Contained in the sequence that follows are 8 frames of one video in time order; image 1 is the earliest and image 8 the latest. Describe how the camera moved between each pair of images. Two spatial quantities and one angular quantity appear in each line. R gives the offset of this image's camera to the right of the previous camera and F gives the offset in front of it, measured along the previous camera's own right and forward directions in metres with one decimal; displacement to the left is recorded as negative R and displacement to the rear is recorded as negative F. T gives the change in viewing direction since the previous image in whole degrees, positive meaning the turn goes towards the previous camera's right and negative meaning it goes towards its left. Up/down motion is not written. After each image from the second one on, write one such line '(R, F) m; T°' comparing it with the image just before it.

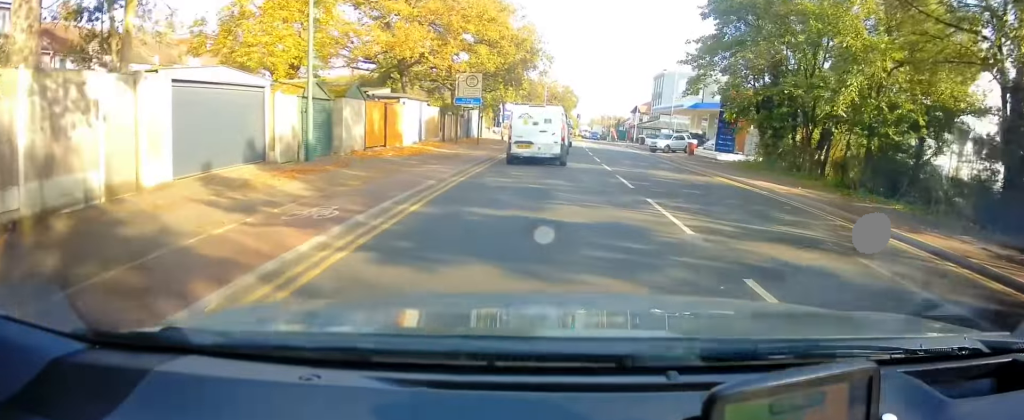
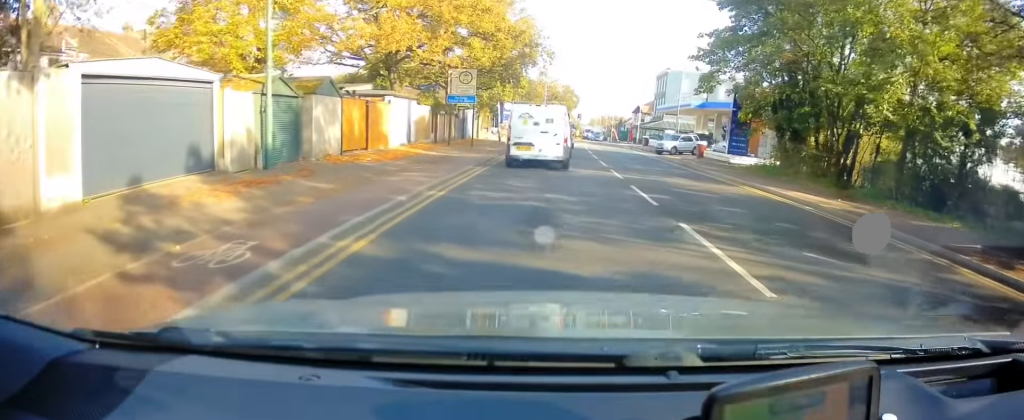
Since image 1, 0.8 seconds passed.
(-0.2, +2.9) m; -3°
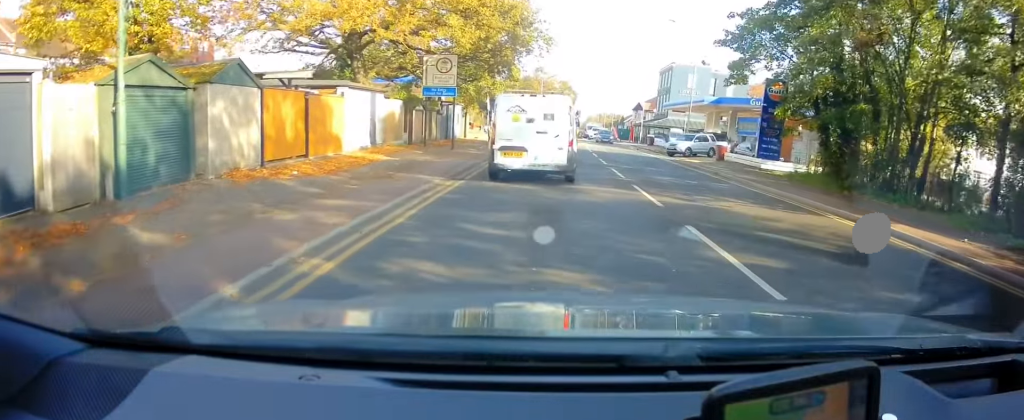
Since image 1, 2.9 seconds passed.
(+0.4, +6.1) m; +2°
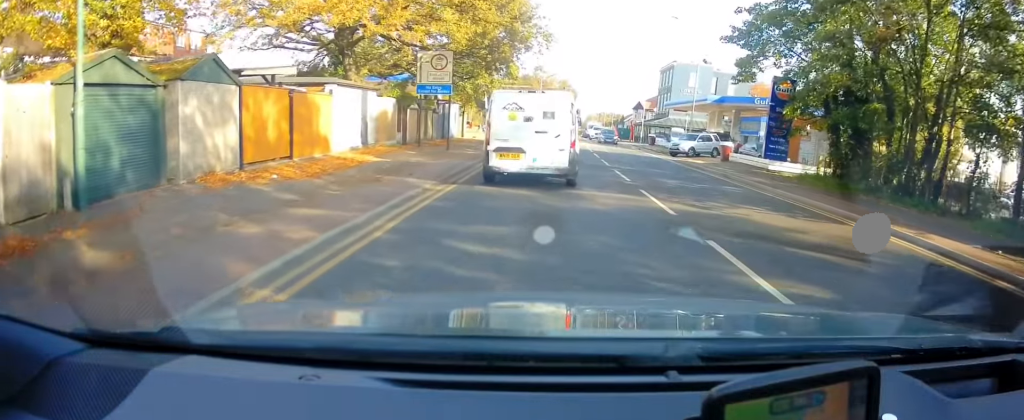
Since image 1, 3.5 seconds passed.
(-0.2, +1.4) m; -2°
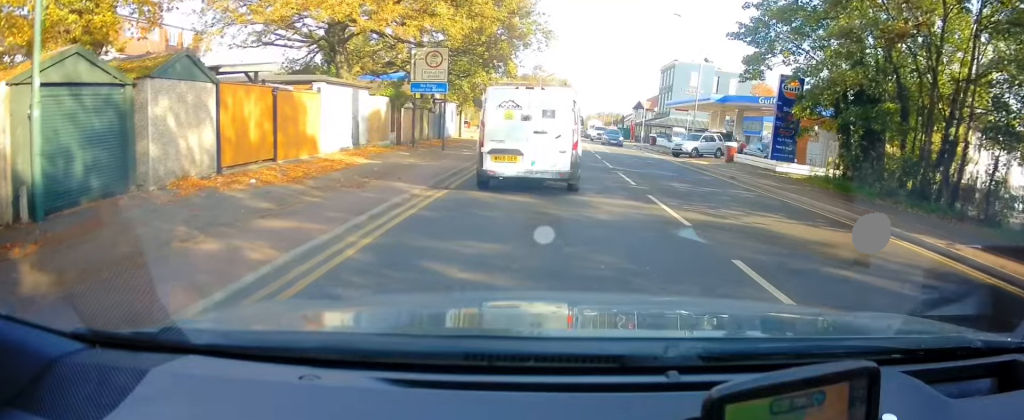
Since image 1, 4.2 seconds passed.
(0.0, +1.3) m; 0°
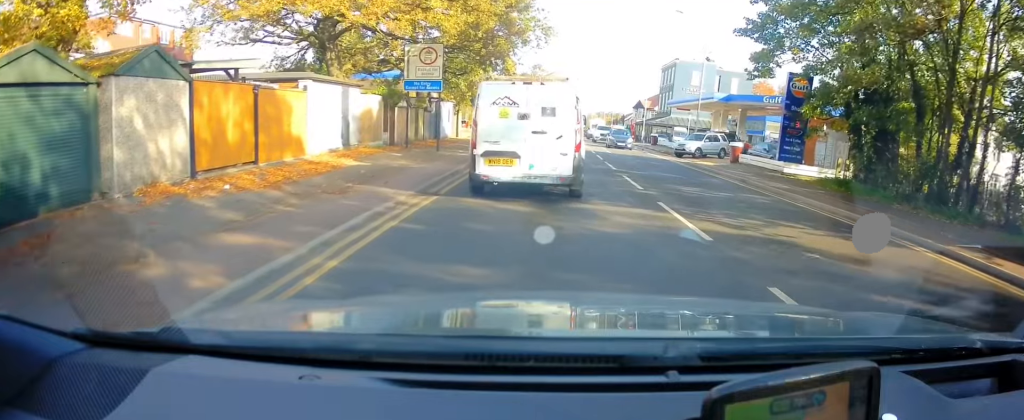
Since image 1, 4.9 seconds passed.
(+0.1, +1.3) m; +1°
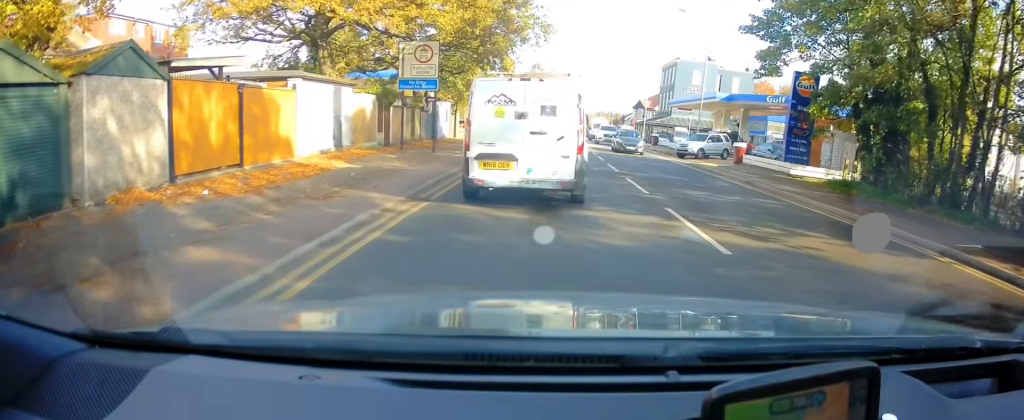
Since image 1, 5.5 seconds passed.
(-0.1, +0.9) m; 0°
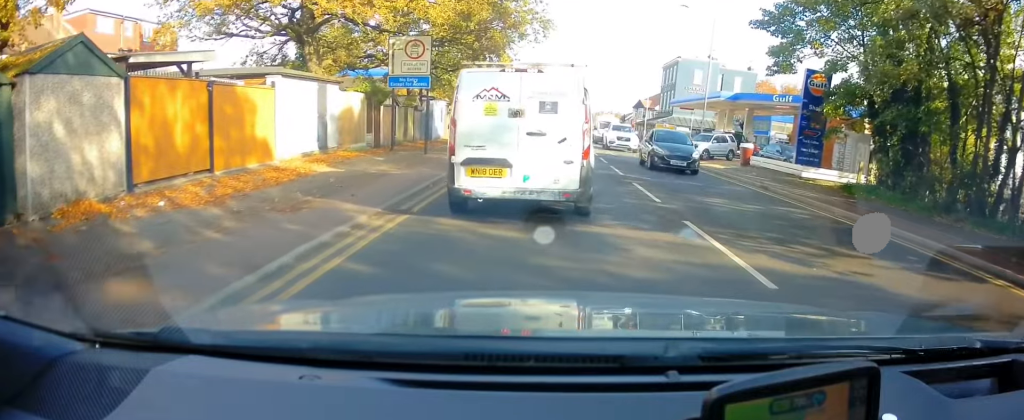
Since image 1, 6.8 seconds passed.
(+0.6, +1.1) m; 0°
